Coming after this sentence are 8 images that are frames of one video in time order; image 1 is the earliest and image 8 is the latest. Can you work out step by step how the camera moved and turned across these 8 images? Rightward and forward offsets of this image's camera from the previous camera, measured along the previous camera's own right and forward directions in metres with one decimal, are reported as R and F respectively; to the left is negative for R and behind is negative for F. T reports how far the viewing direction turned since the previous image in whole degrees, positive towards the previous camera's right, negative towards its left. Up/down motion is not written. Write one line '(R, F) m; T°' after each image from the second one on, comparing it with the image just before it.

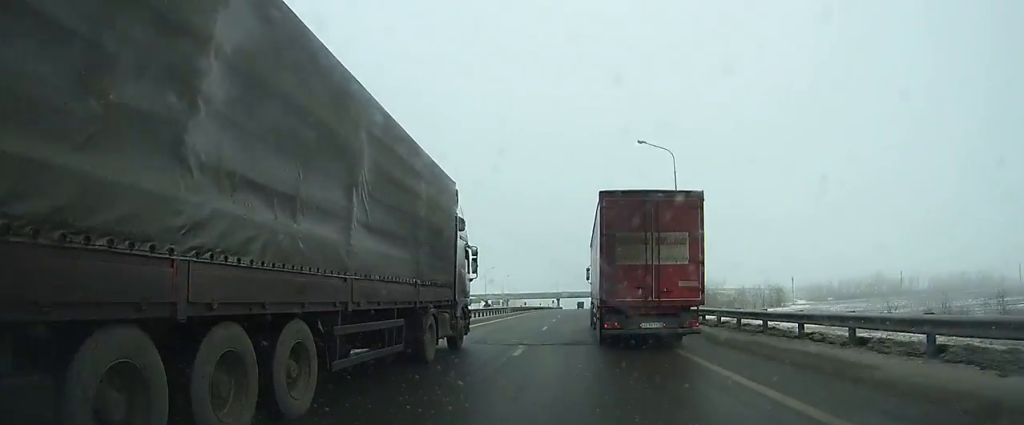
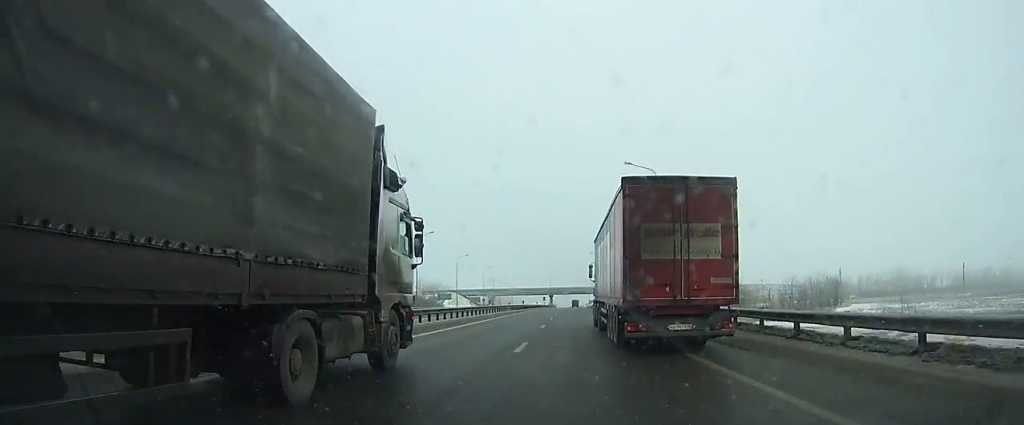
(+0.1, +35.0) m; 0°
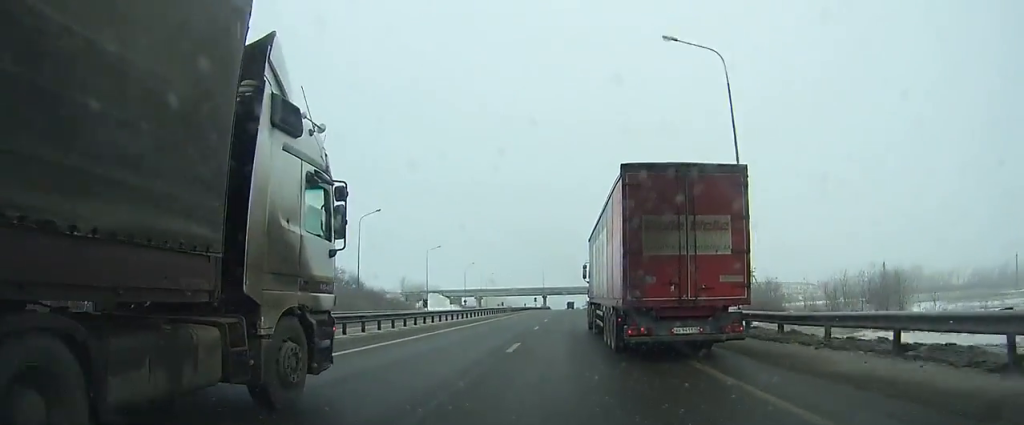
(0.0, +23.0) m; 0°
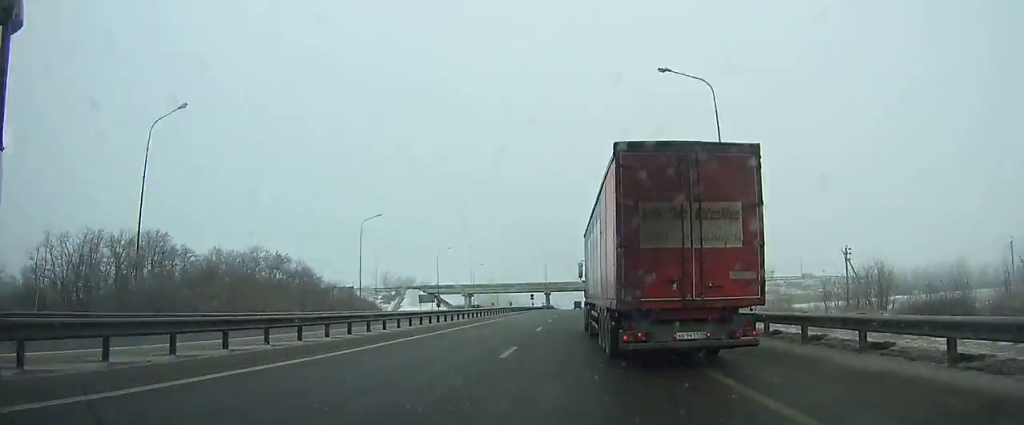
(+0.1, +37.6) m; 0°
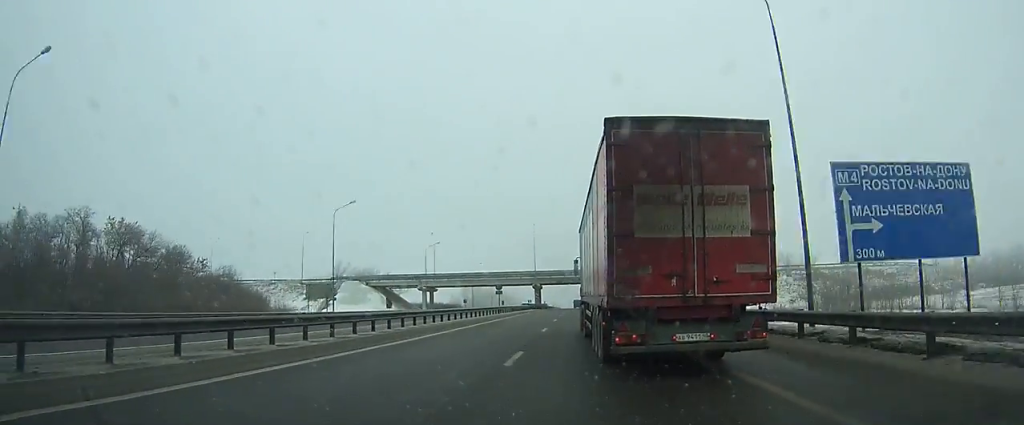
(+0.1, +51.8) m; -1°
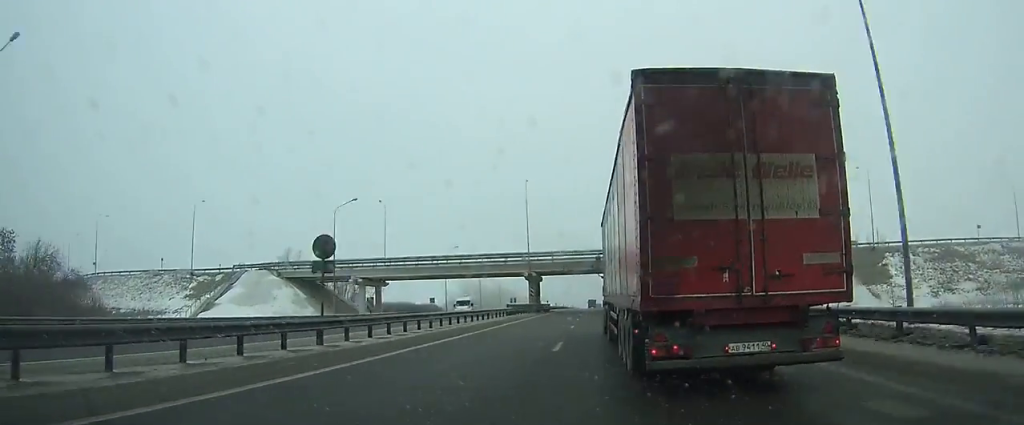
(-0.6, +46.9) m; -1°
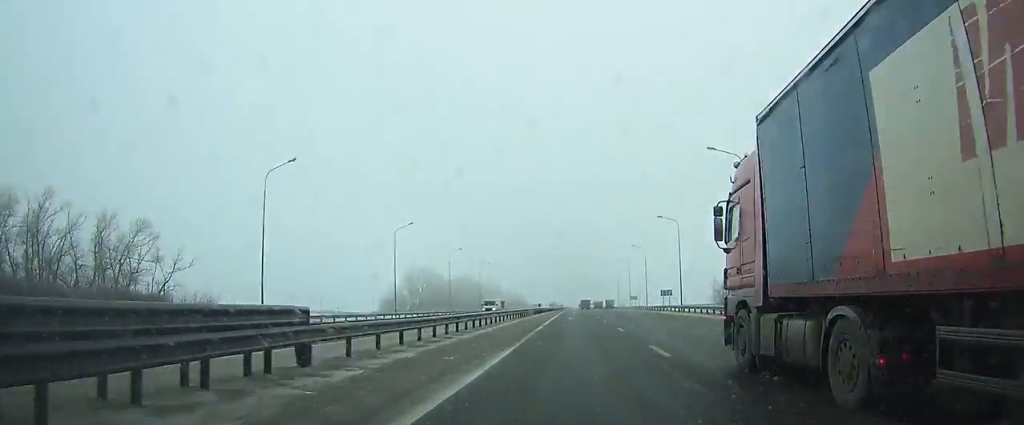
(+0.3, +100.4) m; +1°
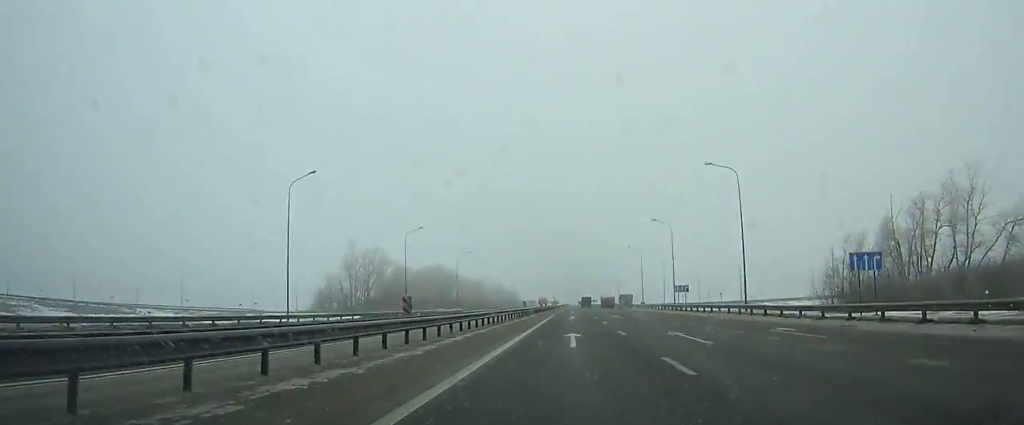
(+0.5, +67.2) m; 0°
